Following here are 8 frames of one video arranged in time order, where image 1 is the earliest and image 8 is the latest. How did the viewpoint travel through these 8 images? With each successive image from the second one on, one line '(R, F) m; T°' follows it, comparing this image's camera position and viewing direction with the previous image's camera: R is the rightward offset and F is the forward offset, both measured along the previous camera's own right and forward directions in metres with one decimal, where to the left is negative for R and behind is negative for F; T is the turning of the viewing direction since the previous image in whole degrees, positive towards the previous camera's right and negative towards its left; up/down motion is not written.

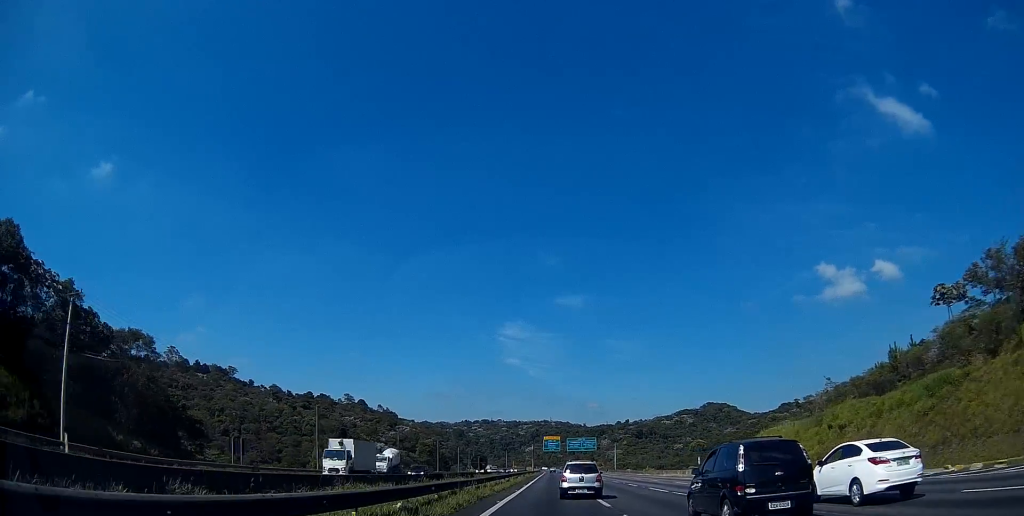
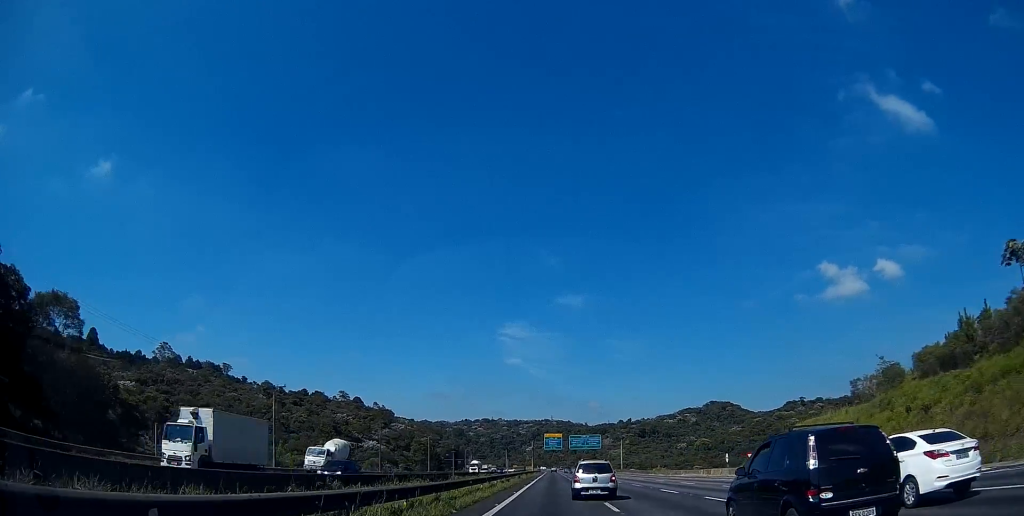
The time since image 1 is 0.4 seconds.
(0.0, +13.0) m; 0°
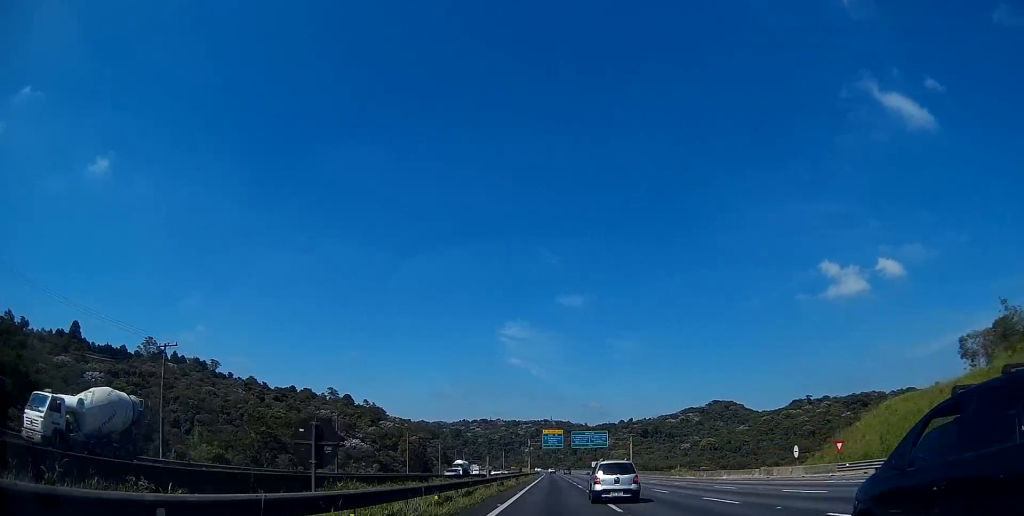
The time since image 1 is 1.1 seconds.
(0.0, +20.8) m; 0°
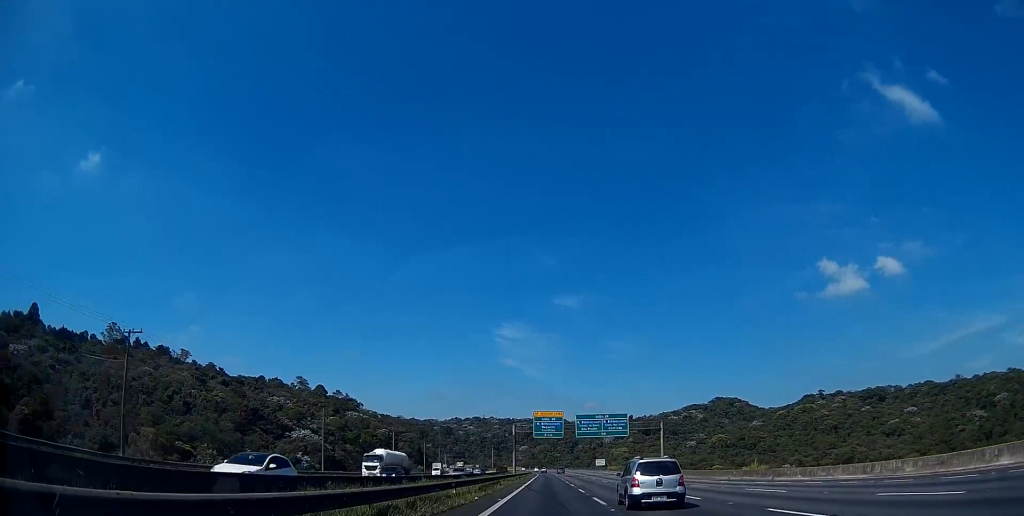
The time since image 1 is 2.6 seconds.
(+0.2, +42.7) m; +1°
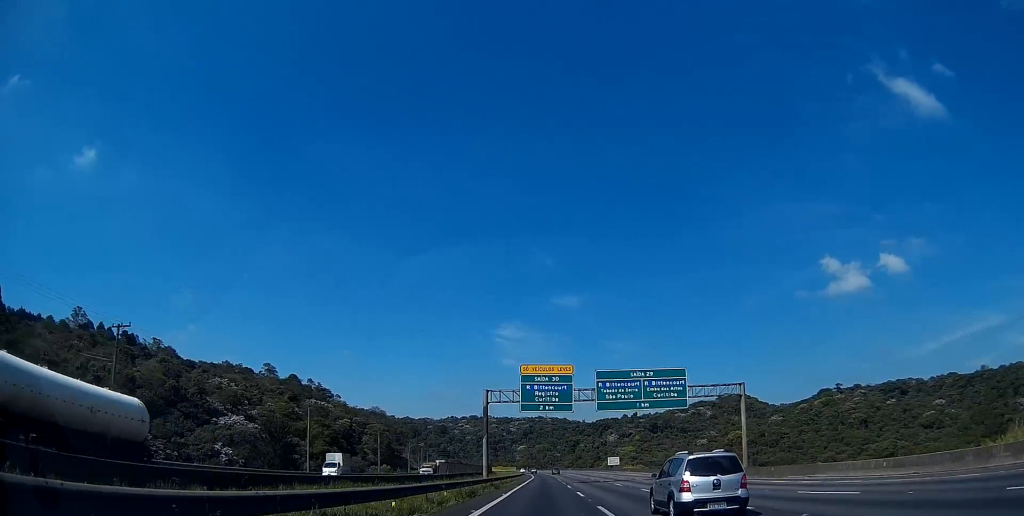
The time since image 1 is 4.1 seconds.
(+0.2, +39.5) m; 0°
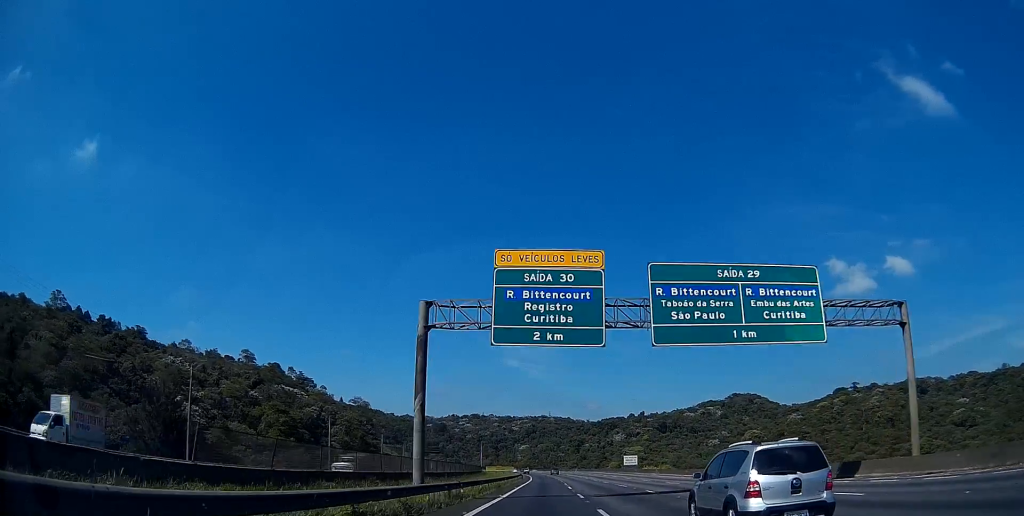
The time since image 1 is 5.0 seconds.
(-0.1, +24.9) m; -1°
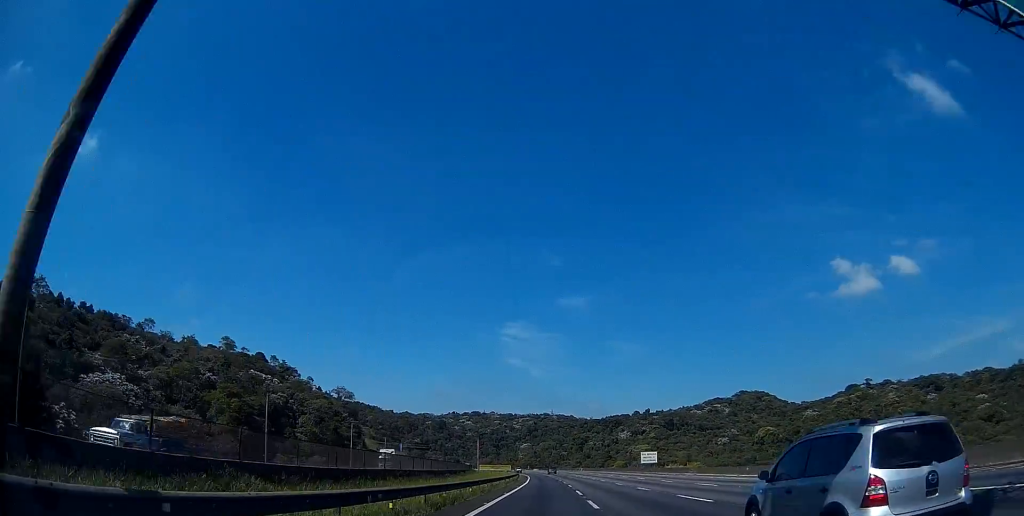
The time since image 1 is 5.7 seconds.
(-0.1, +17.9) m; 0°
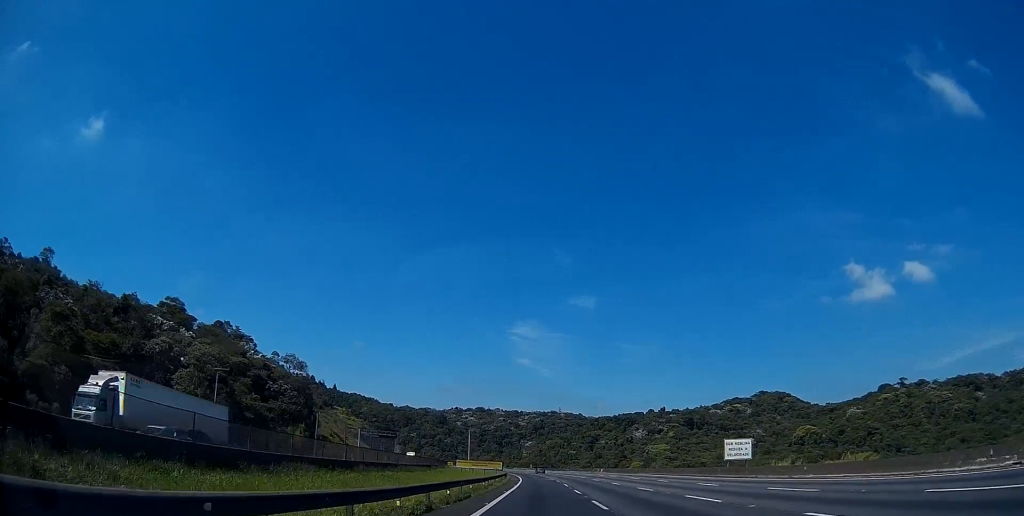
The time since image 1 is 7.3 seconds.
(+0.1, +37.5) m; 0°
